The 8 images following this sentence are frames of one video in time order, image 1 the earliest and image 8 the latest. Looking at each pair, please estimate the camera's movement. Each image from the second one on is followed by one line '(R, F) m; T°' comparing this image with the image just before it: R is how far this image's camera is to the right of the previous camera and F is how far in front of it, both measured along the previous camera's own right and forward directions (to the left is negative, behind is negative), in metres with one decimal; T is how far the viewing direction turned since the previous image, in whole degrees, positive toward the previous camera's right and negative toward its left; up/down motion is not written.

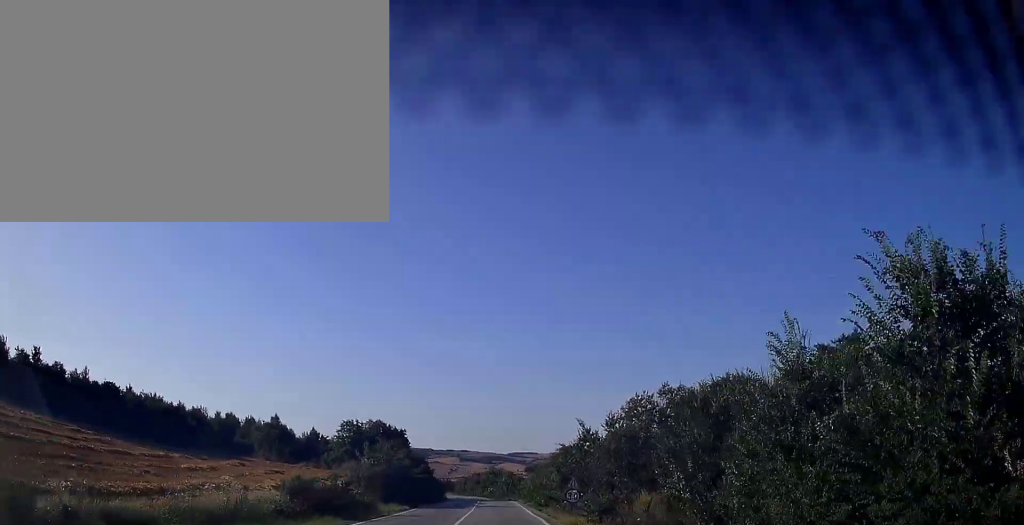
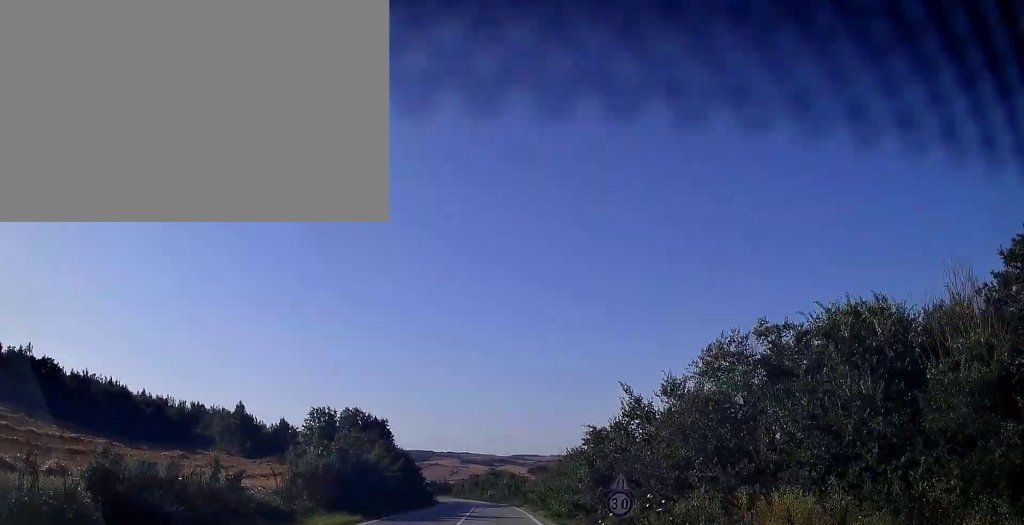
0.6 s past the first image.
(-0.1, +12.3) m; 0°
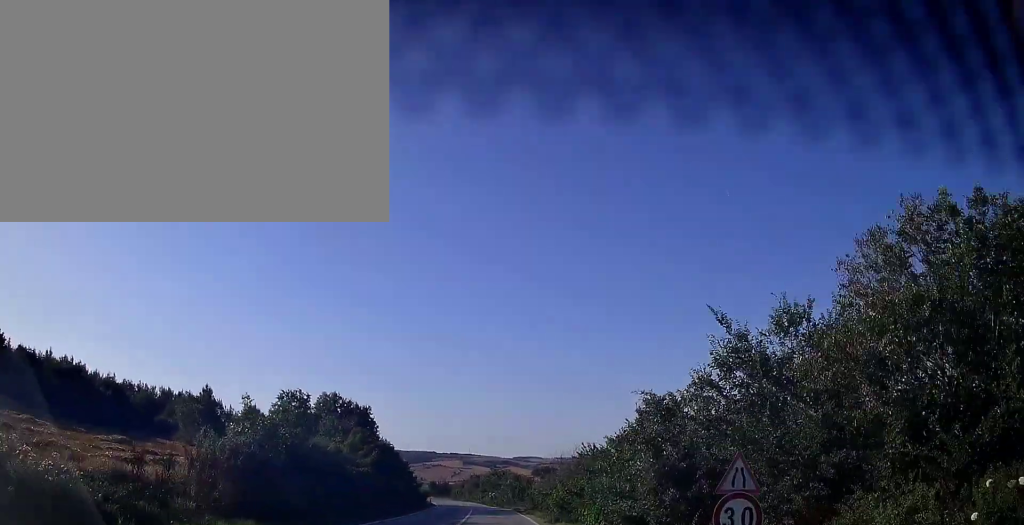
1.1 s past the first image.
(0.0, +10.9) m; 0°
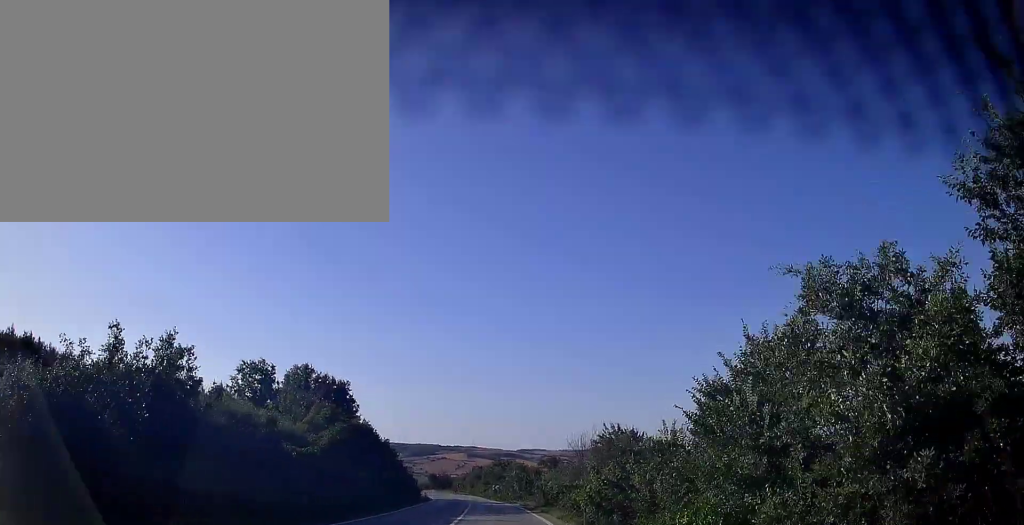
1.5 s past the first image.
(0.0, +9.4) m; 0°
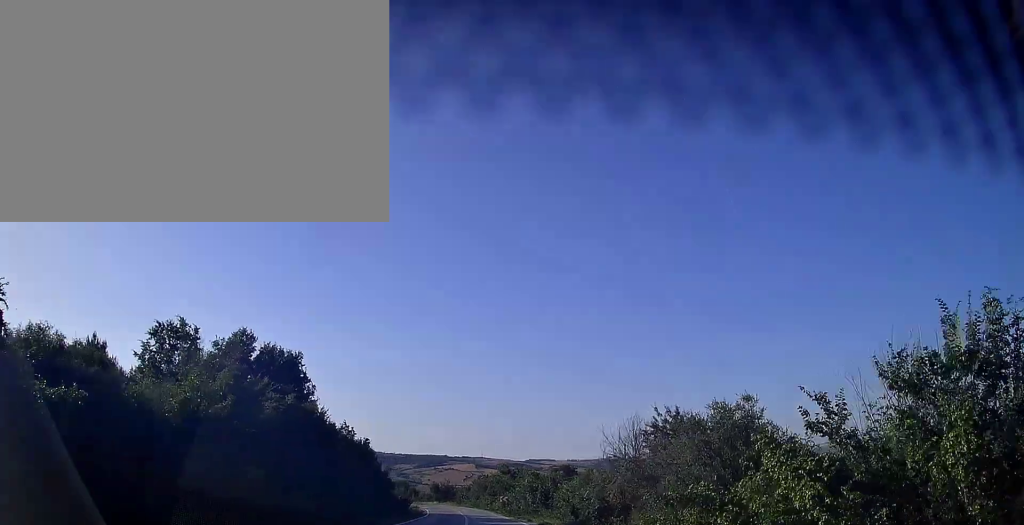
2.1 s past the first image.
(0.0, +13.0) m; 0°
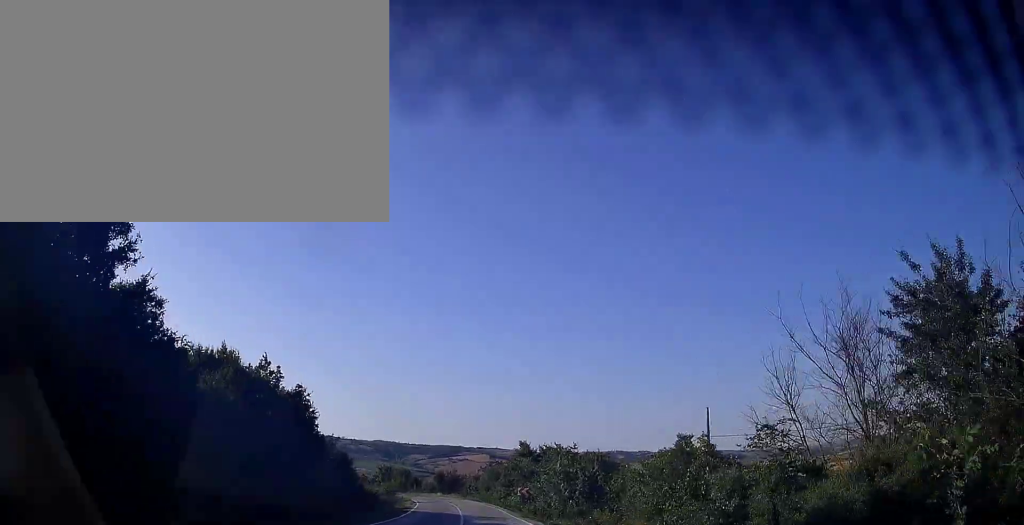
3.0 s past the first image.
(+0.1, +20.3) m; -1°
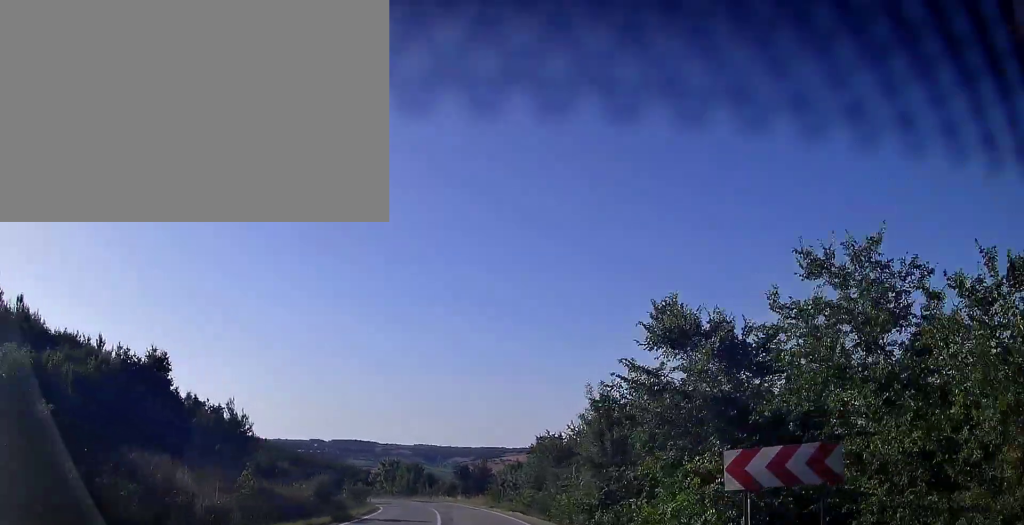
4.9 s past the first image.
(-1.2, +40.5) m; -4°
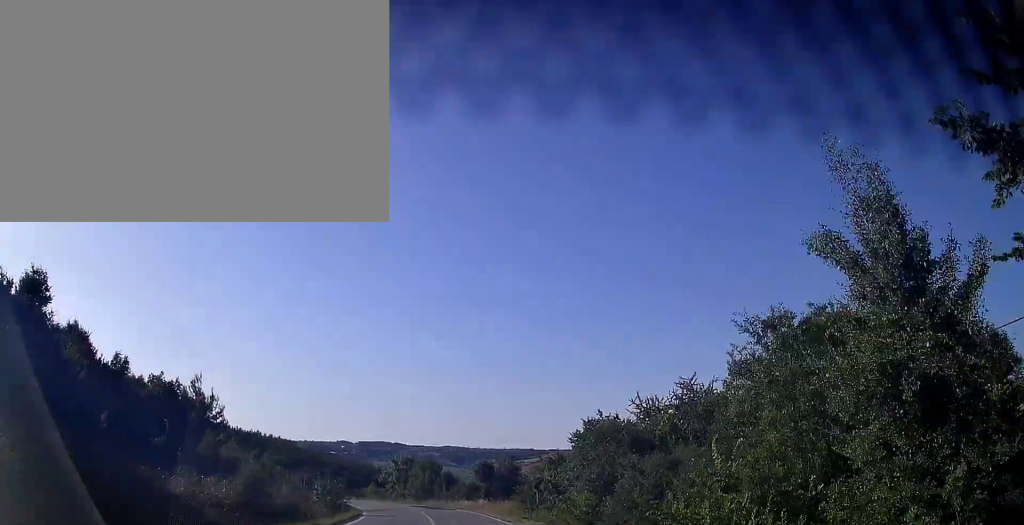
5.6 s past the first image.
(-0.3, +14.1) m; -2°
